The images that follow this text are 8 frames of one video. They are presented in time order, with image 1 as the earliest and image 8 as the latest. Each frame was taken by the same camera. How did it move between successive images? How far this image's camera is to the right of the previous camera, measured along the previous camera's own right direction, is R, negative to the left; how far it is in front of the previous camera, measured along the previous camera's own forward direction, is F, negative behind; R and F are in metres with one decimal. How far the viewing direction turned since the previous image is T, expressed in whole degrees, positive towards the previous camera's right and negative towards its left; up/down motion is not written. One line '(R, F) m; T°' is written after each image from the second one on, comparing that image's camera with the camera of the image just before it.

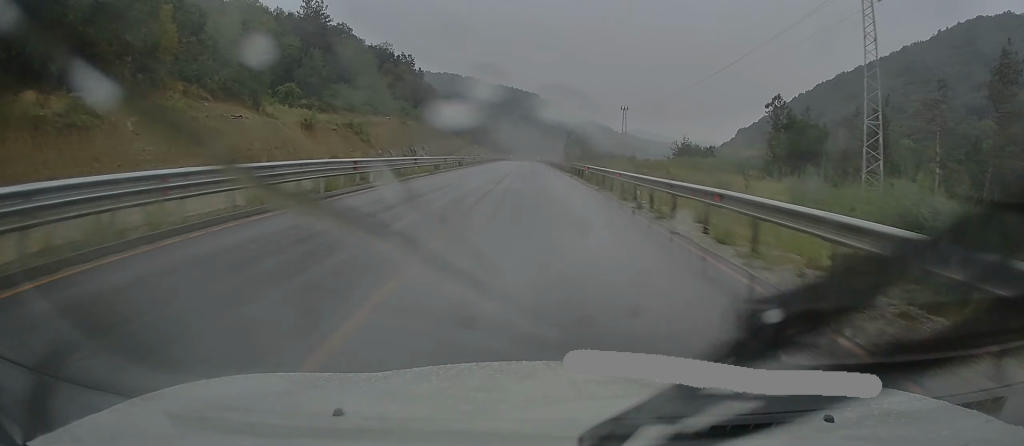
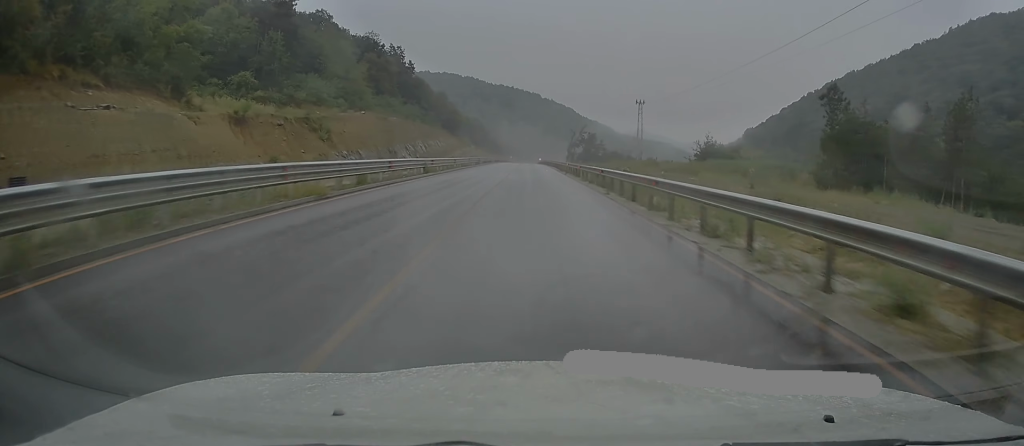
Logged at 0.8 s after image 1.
(+0.2, +18.4) m; 0°
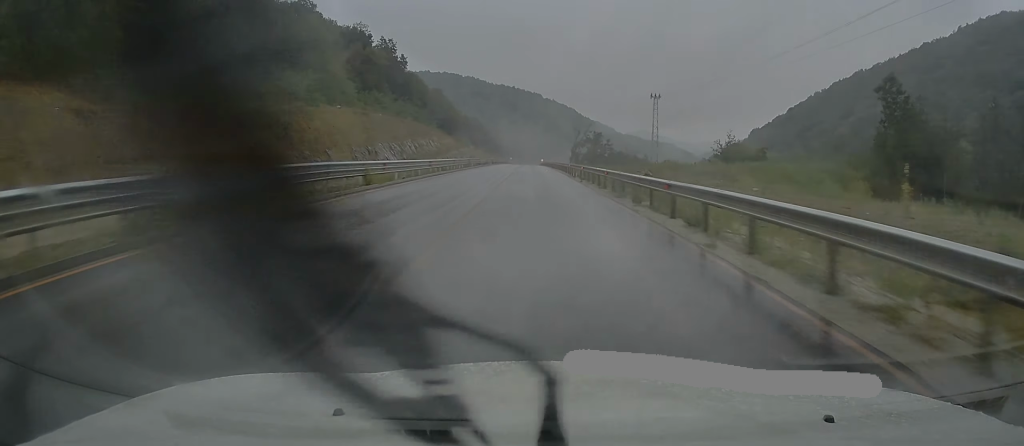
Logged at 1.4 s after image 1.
(0.0, +13.2) m; 0°
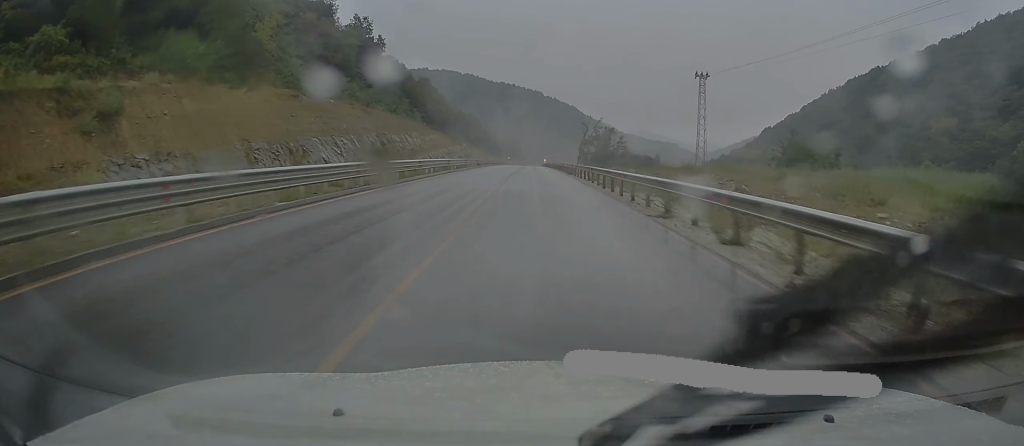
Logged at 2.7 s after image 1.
(0.0, +28.1) m; 0°
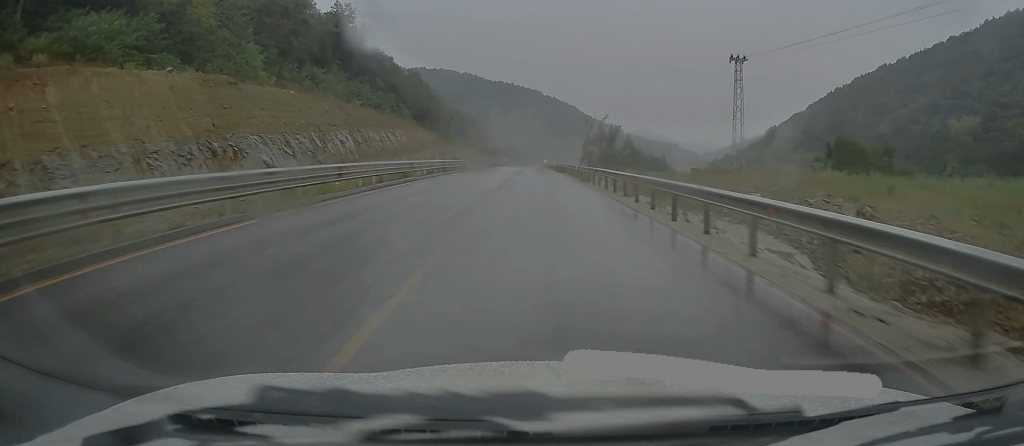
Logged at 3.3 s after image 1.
(0.0, +14.2) m; 0°
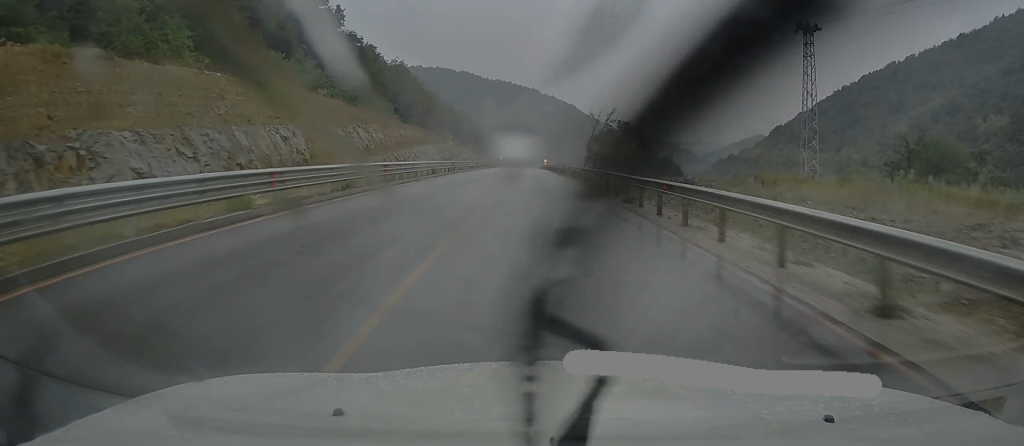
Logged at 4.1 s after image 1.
(-0.1, +17.3) m; 0°
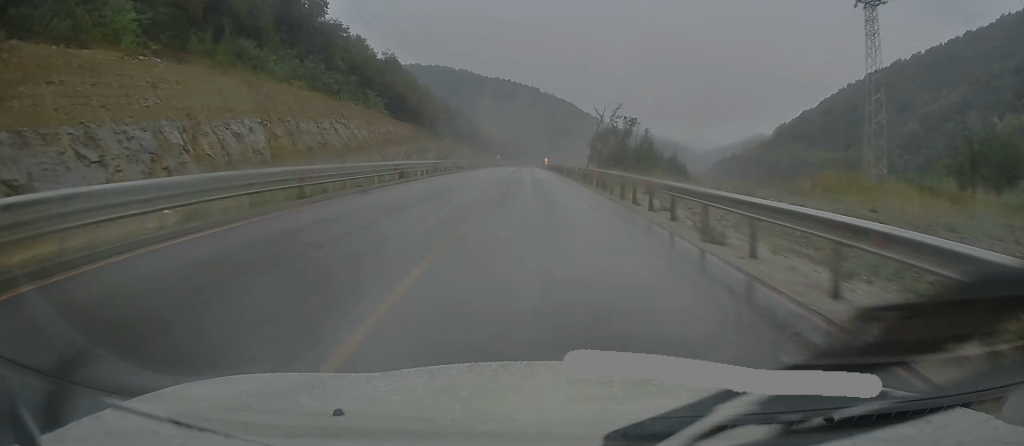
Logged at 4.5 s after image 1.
(-0.1, +9.8) m; 0°
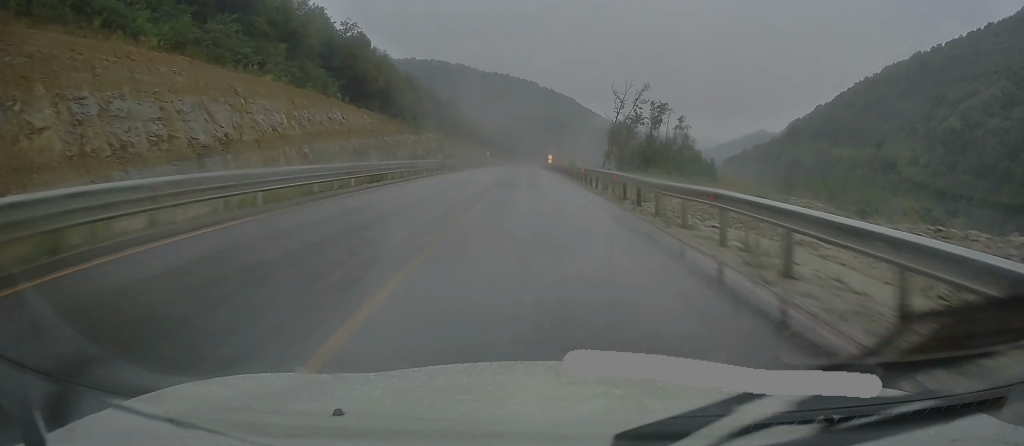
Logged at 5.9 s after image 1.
(+0.3, +30.8) m; +1°
